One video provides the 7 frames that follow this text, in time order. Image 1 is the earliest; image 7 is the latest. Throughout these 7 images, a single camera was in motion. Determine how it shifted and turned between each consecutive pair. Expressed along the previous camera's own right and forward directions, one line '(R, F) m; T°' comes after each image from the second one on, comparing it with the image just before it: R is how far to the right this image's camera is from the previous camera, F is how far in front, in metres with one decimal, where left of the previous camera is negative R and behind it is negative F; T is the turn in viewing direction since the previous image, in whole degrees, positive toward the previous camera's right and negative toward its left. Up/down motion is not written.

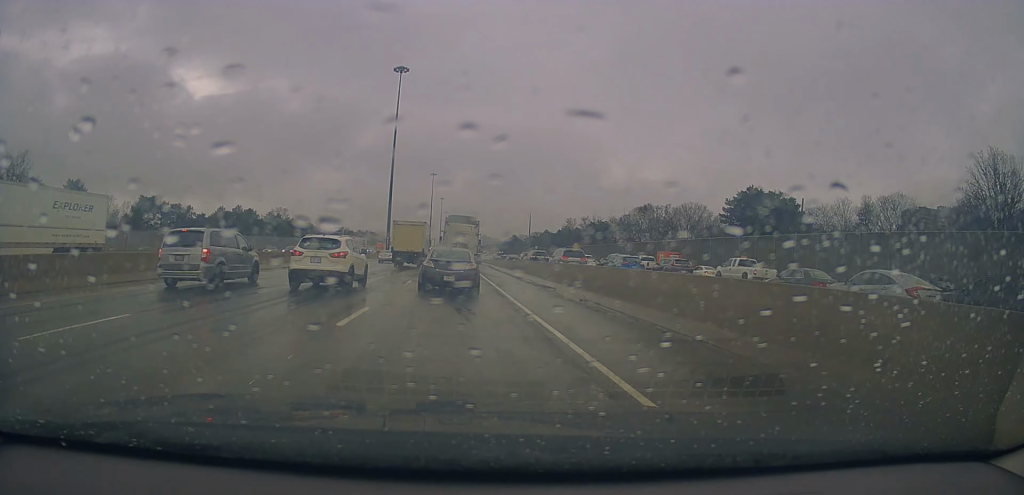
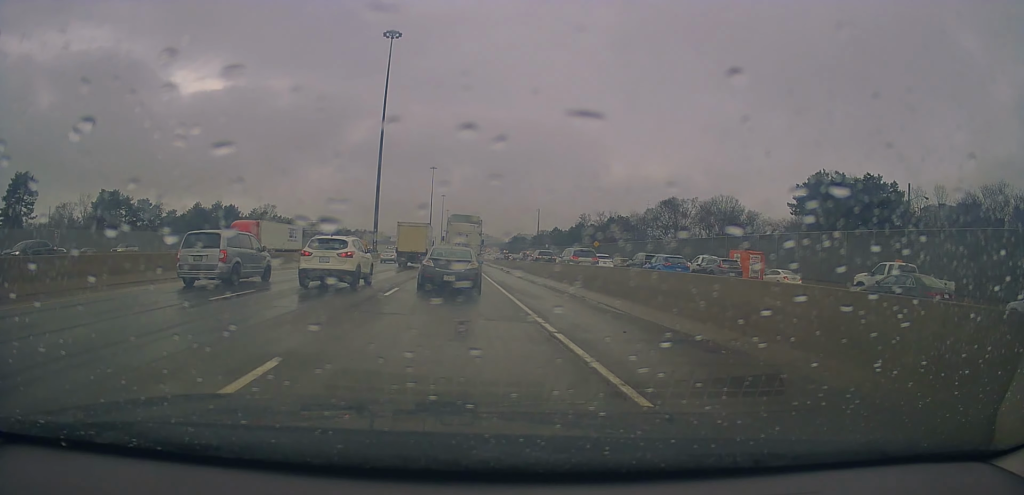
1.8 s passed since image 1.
(+0.6, +18.0) m; 0°
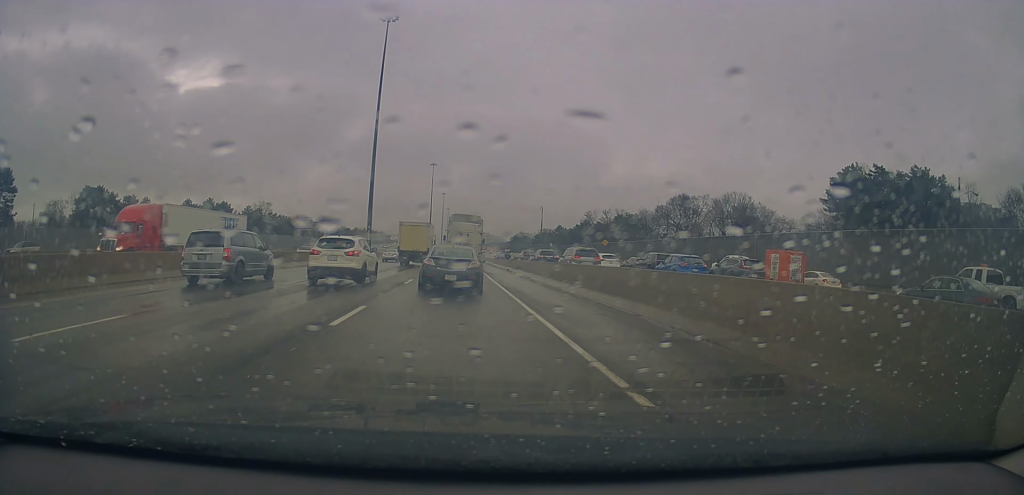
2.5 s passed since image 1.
(-0.4, +6.8) m; -1°
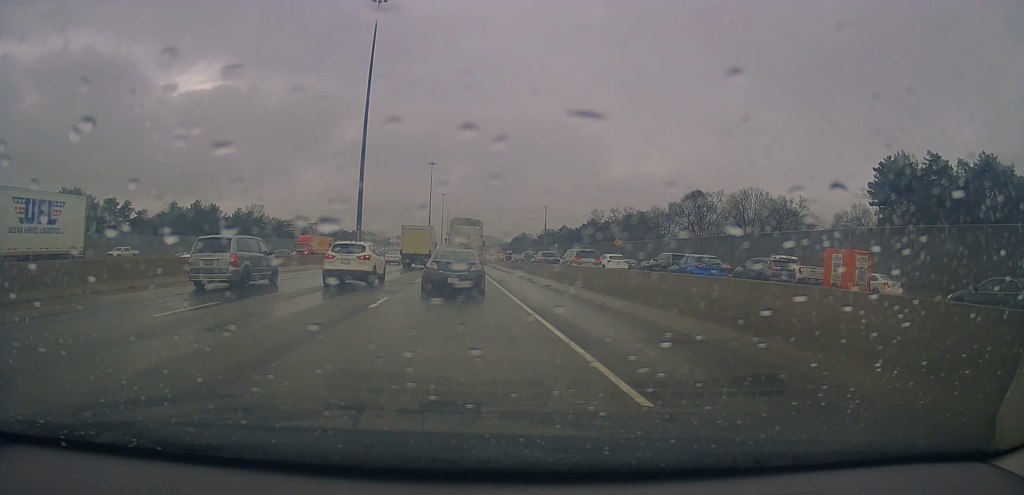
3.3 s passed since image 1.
(+0.1, +8.7) m; +1°
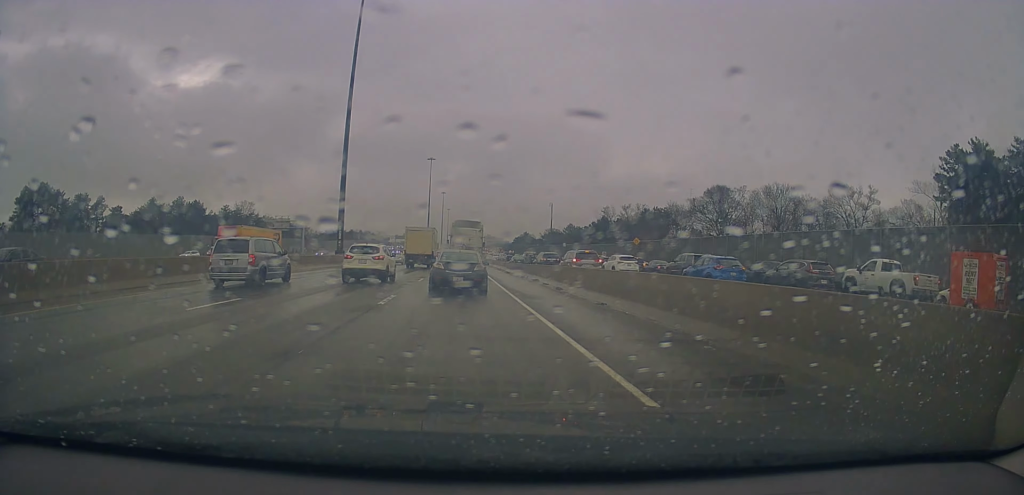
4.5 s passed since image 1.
(0.0, +11.3) m; -1°
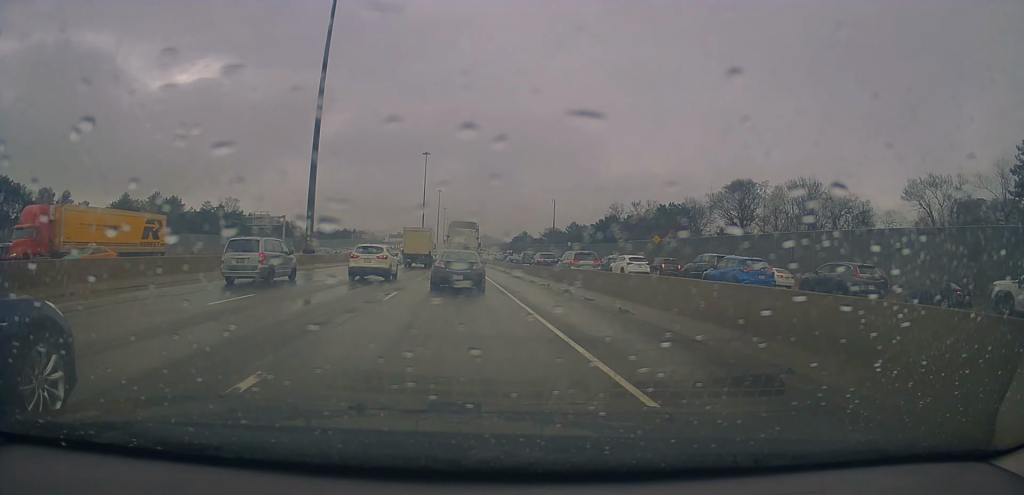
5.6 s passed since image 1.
(-0.3, +11.2) m; +2°
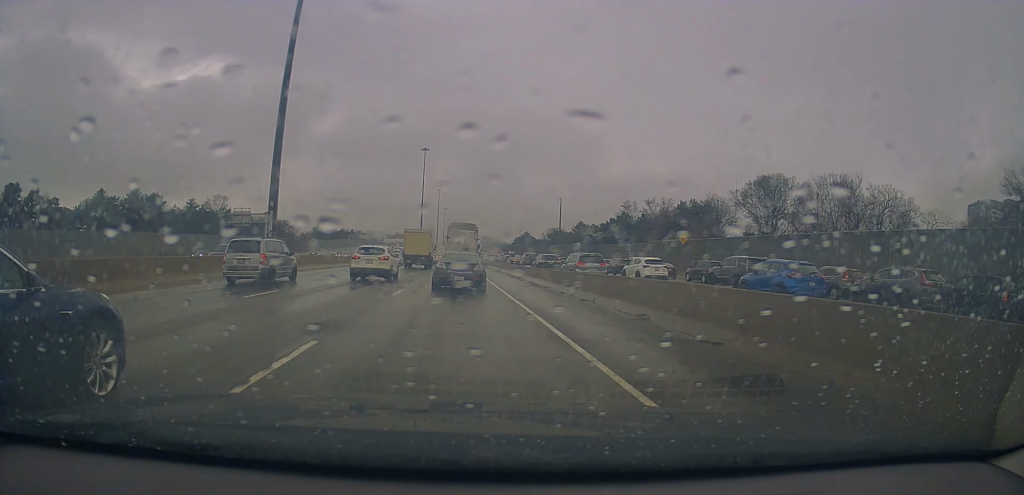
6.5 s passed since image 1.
(+0.5, +9.6) m; 0°
